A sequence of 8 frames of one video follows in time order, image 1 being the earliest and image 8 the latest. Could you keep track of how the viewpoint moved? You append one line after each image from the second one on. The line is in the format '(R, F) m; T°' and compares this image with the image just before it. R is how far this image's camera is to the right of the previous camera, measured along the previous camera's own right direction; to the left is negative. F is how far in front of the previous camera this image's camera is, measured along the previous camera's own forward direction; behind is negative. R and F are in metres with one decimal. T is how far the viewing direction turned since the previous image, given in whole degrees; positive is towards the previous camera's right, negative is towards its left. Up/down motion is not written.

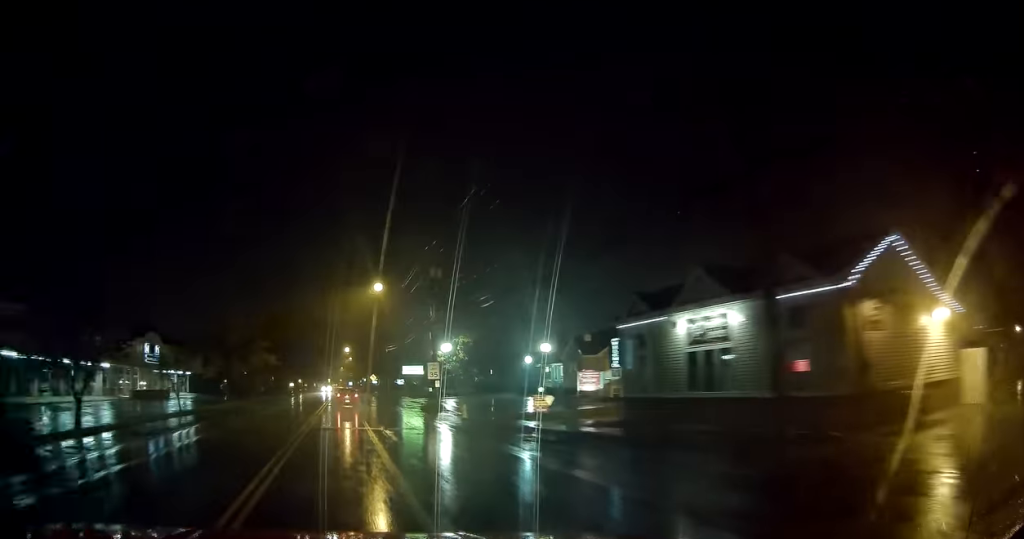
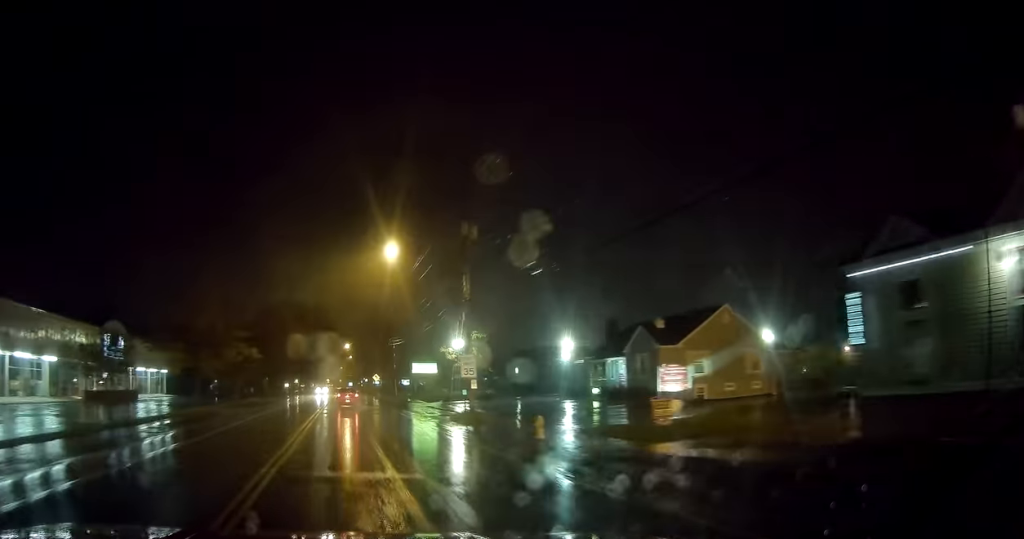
(0.0, +12.6) m; 0°
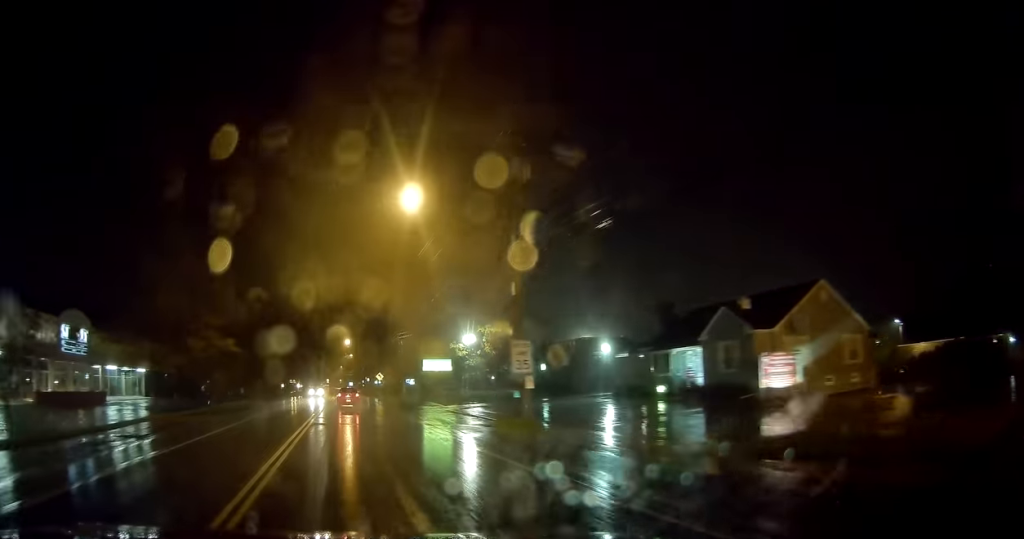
(-0.2, +9.6) m; 0°
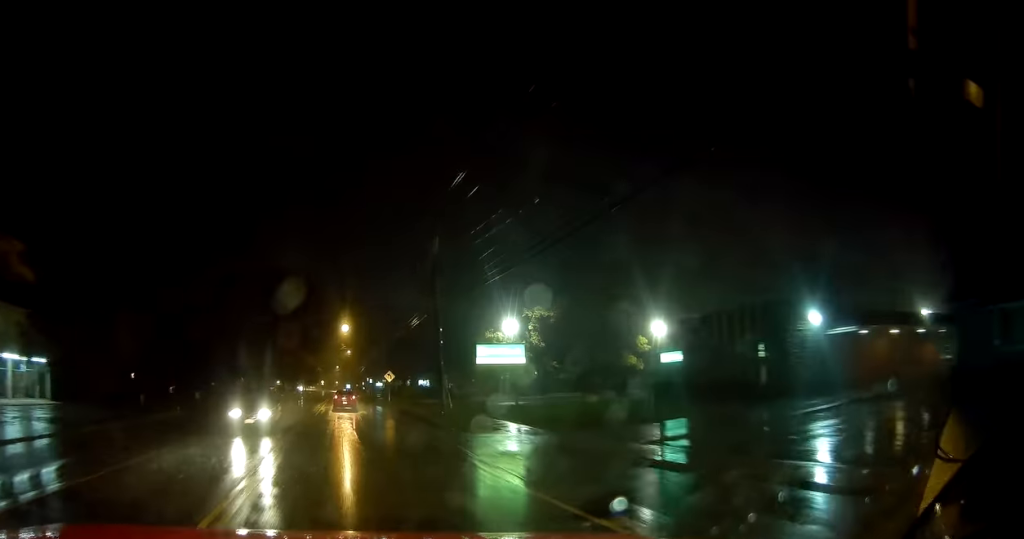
(+0.1, +25.7) m; -1°
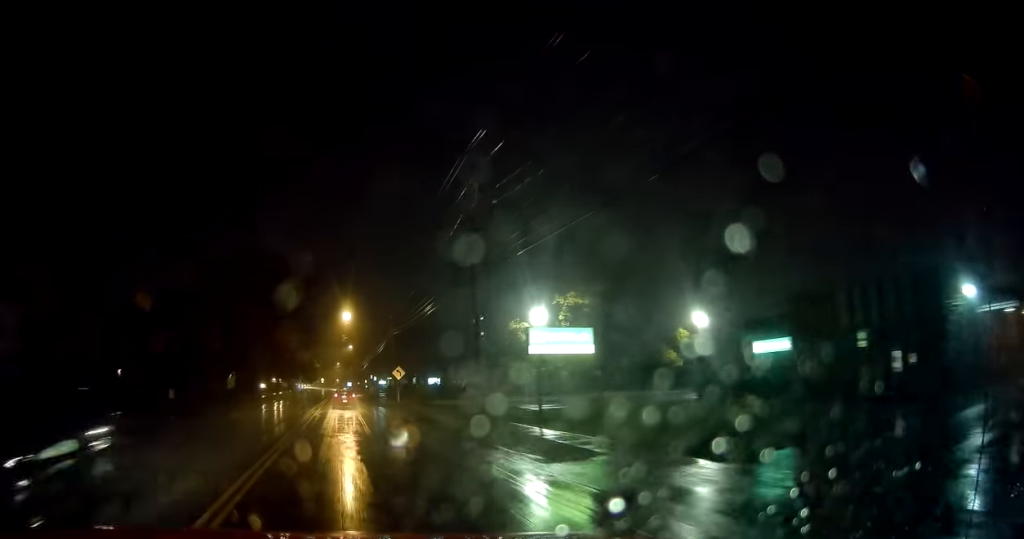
(0.0, +10.1) m; 0°
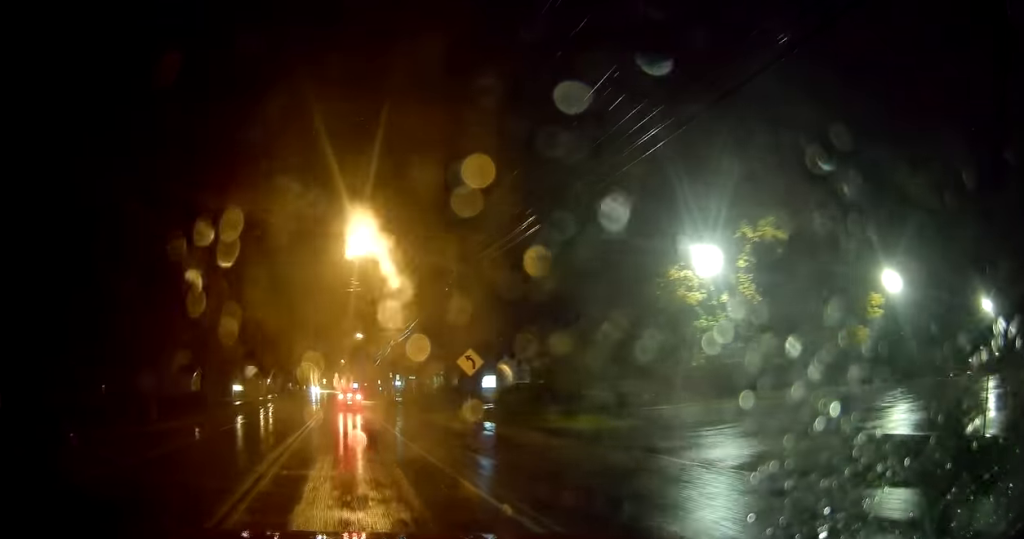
(+0.4, +30.3) m; +1°
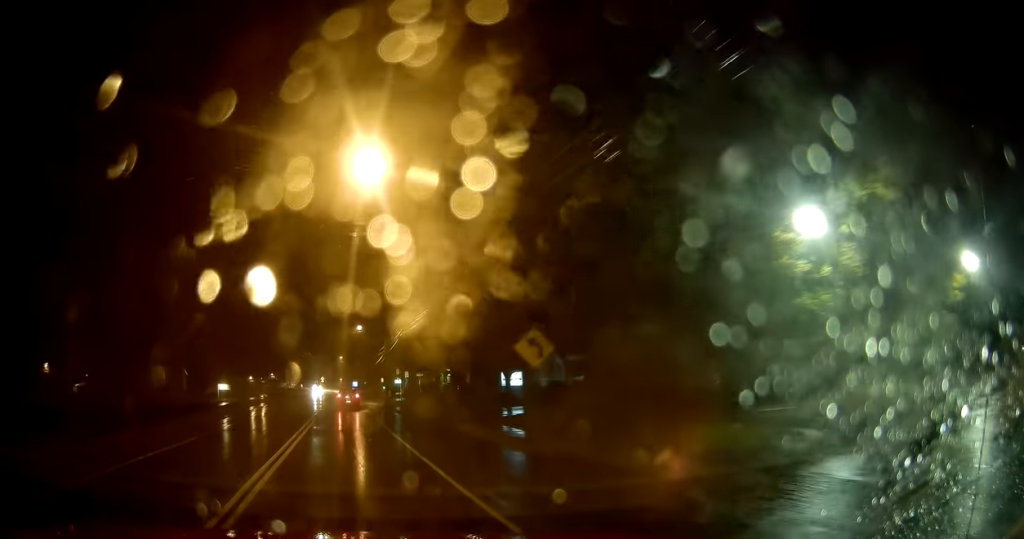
(0.0, +9.2) m; 0°
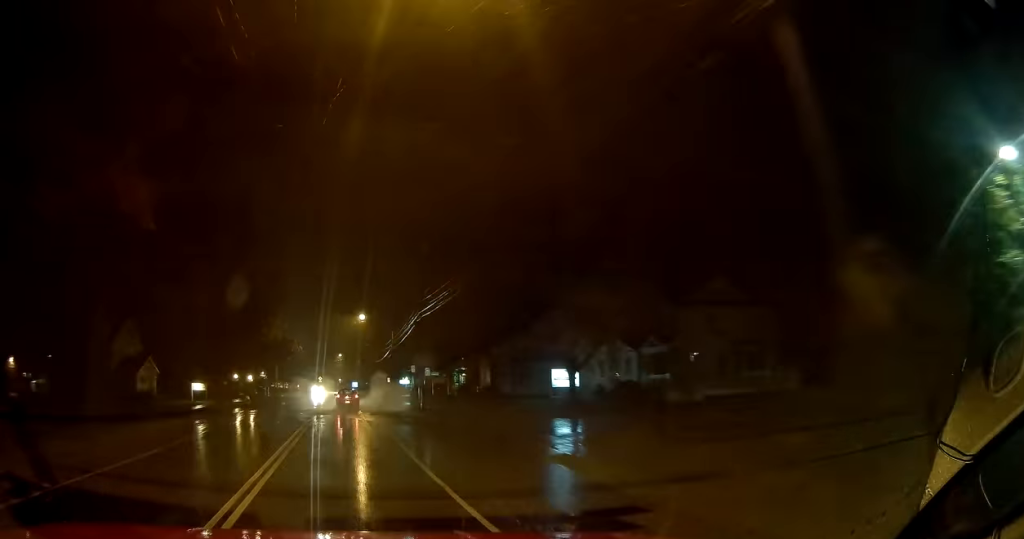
(0.0, +12.5) m; -1°
